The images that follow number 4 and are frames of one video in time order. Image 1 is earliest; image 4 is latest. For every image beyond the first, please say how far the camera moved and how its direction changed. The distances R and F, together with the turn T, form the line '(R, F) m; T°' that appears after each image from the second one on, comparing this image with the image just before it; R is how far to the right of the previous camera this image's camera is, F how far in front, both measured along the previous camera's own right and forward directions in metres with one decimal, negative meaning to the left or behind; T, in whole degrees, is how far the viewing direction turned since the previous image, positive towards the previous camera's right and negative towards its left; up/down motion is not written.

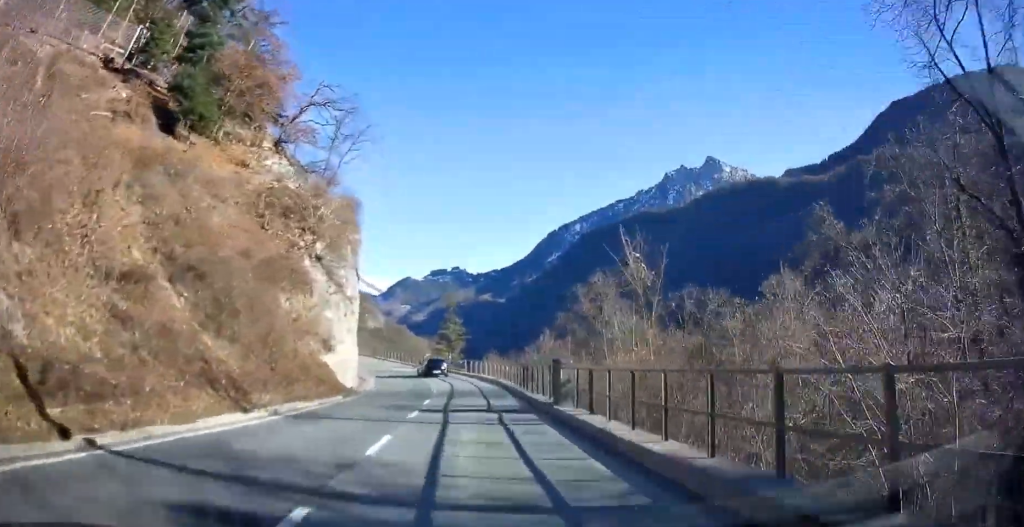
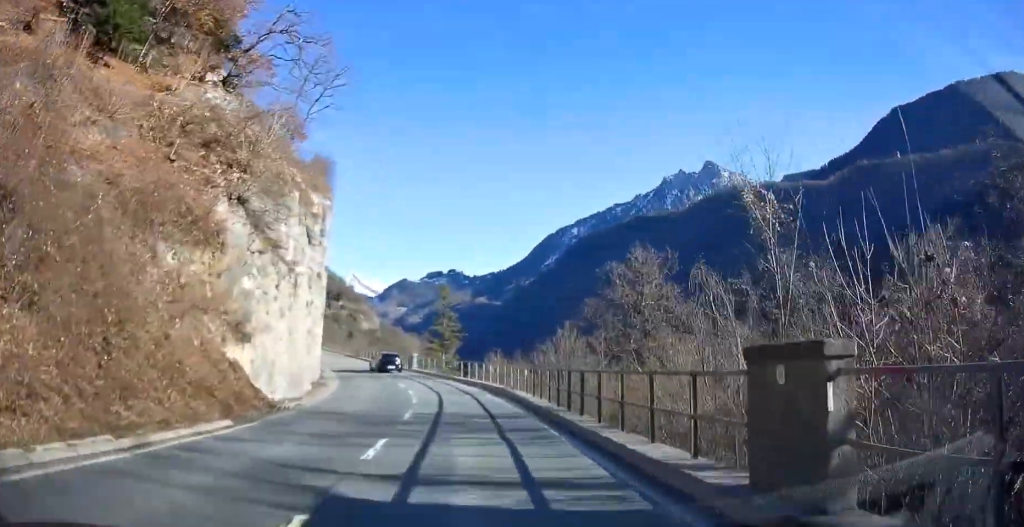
(+0.2, +11.6) m; 0°
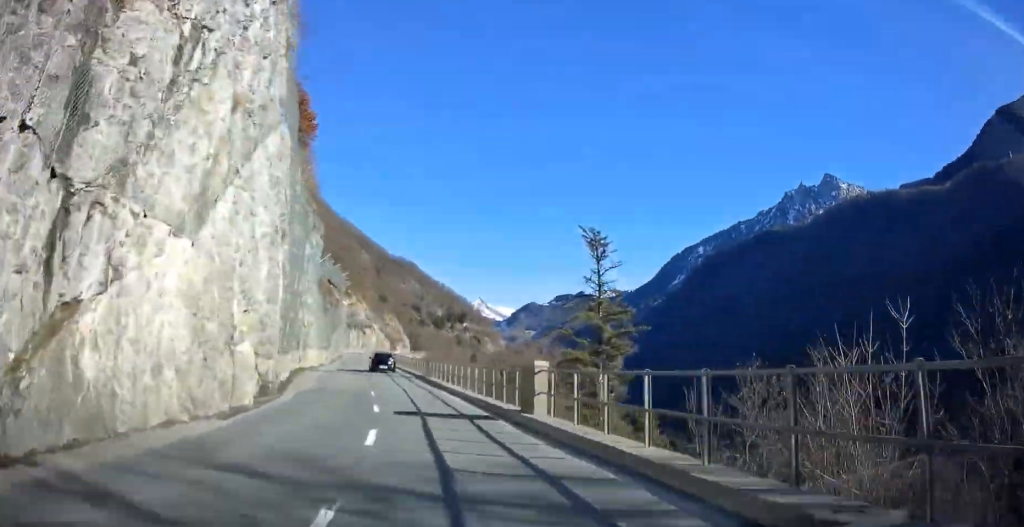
(-1.3, +32.2) m; -8°
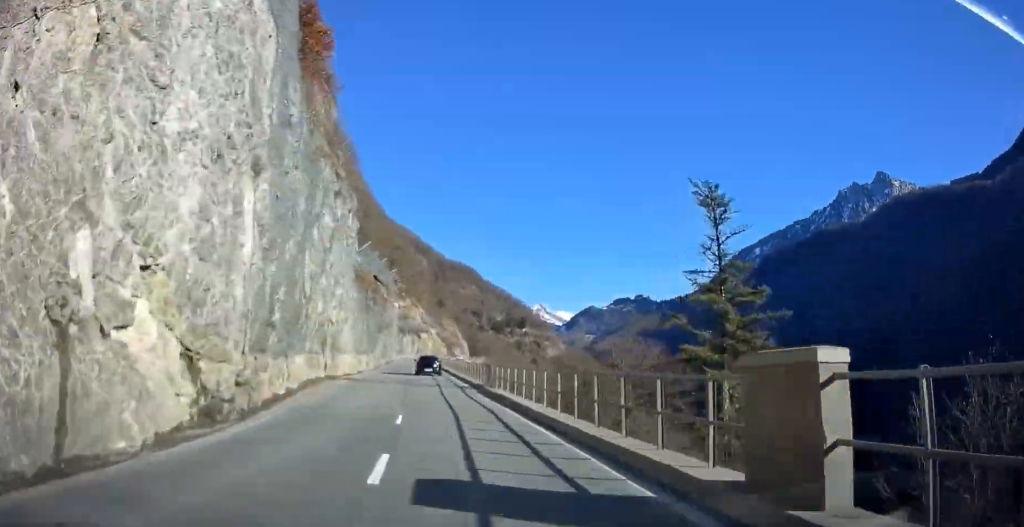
(-0.1, +8.3) m; -3°
